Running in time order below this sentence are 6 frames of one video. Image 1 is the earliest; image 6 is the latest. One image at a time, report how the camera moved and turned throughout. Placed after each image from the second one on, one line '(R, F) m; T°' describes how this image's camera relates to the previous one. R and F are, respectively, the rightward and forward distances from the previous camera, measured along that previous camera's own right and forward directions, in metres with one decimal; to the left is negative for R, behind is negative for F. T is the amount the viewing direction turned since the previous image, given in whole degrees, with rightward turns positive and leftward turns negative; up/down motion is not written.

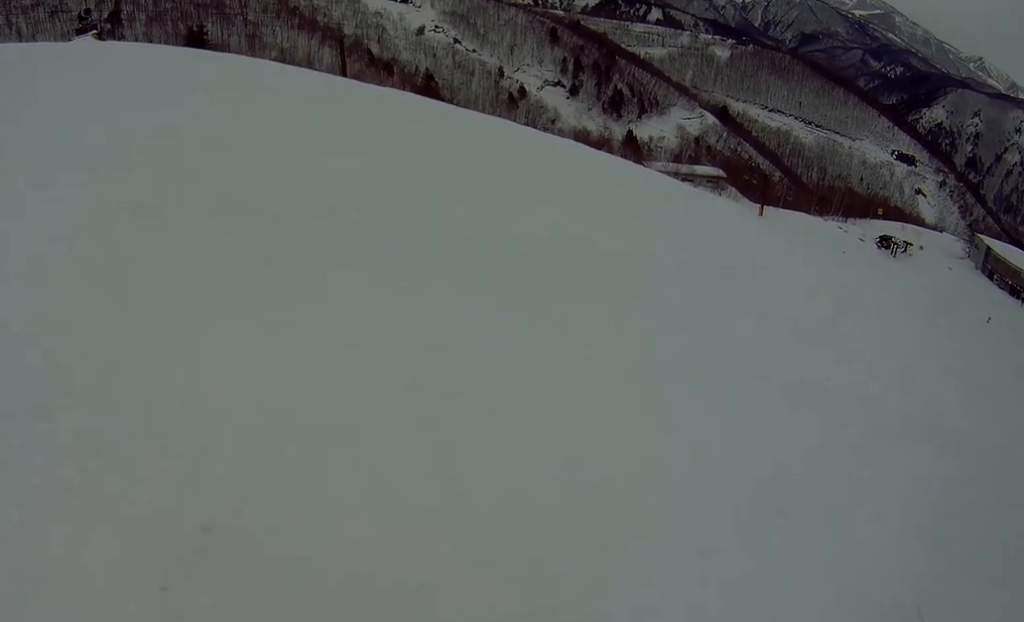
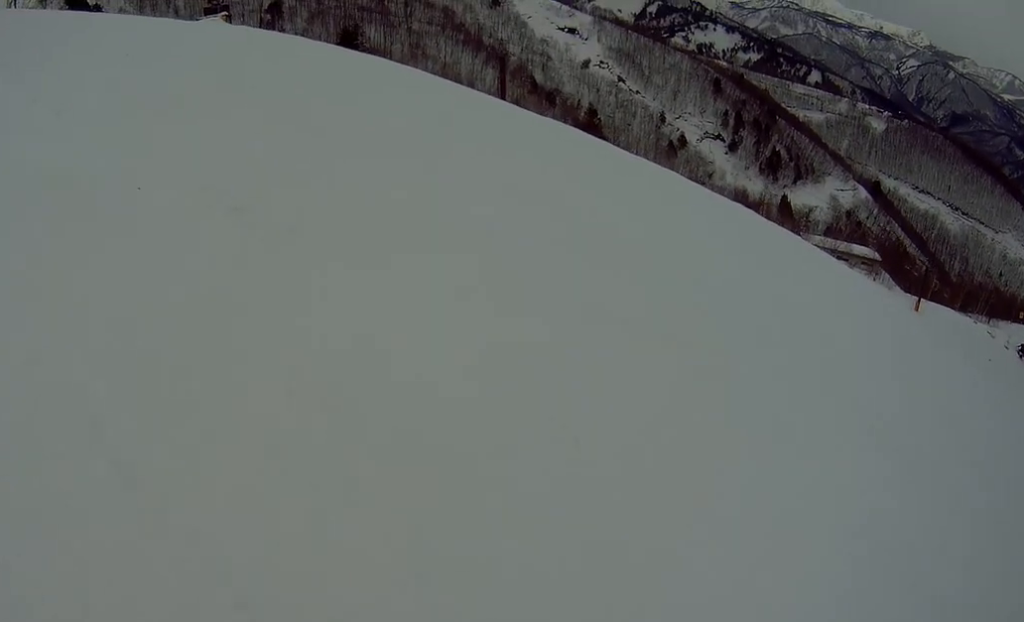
(-0.4, +5.4) m; +6°
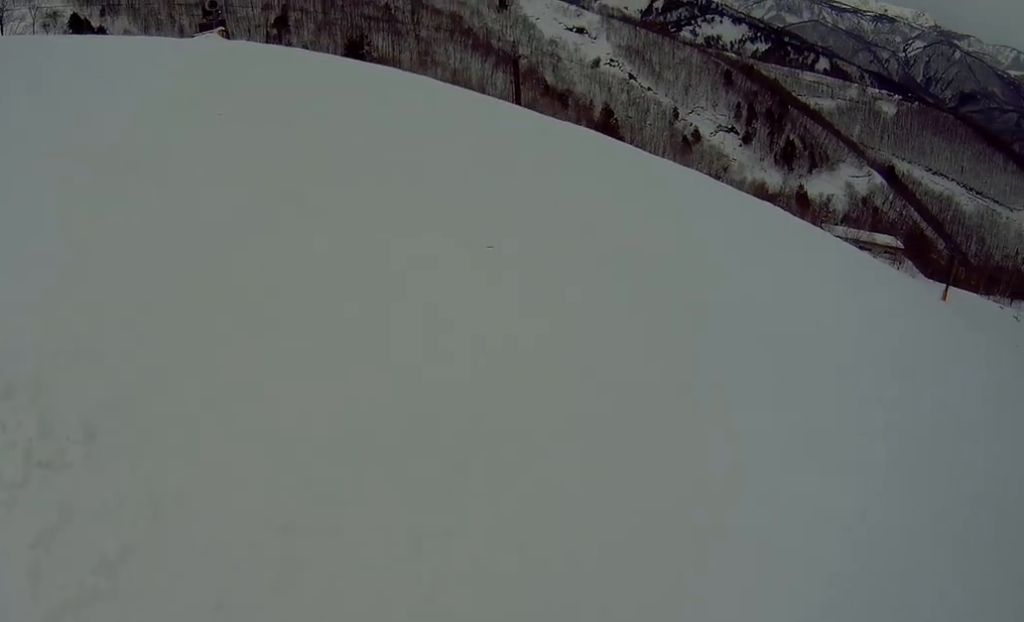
(+0.4, +2.7) m; +8°
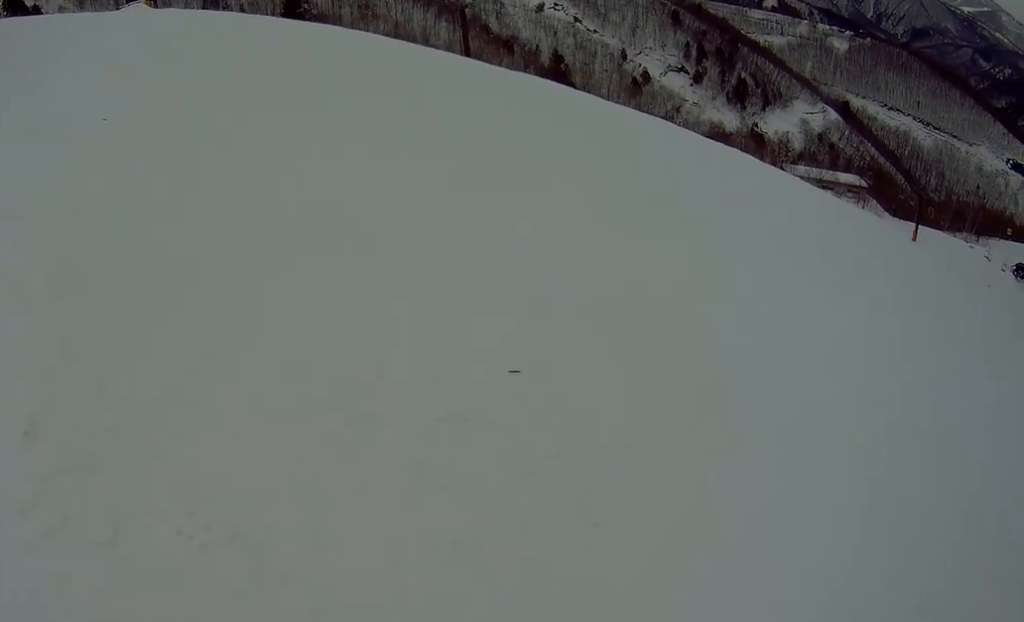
(+0.4, +3.0) m; +9°
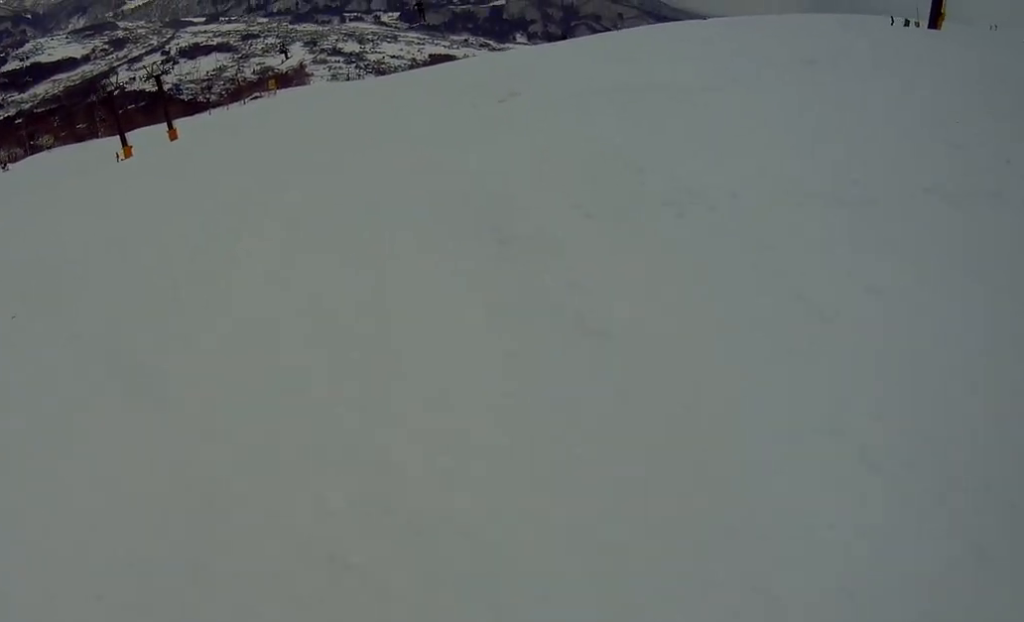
(+13.9, +5.8) m; +131°
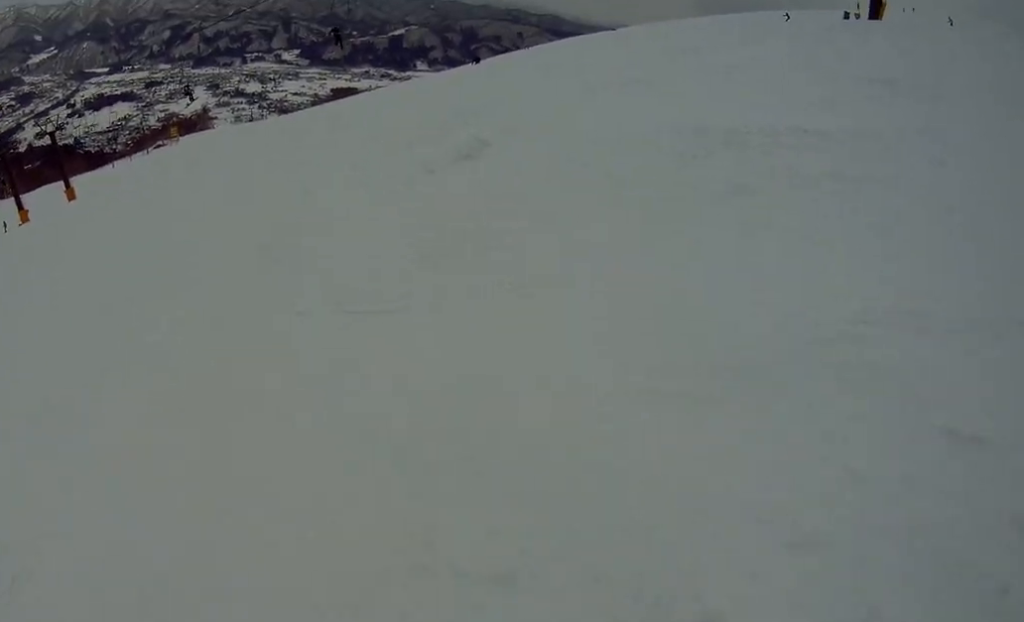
(-0.1, +3.4) m; 0°
